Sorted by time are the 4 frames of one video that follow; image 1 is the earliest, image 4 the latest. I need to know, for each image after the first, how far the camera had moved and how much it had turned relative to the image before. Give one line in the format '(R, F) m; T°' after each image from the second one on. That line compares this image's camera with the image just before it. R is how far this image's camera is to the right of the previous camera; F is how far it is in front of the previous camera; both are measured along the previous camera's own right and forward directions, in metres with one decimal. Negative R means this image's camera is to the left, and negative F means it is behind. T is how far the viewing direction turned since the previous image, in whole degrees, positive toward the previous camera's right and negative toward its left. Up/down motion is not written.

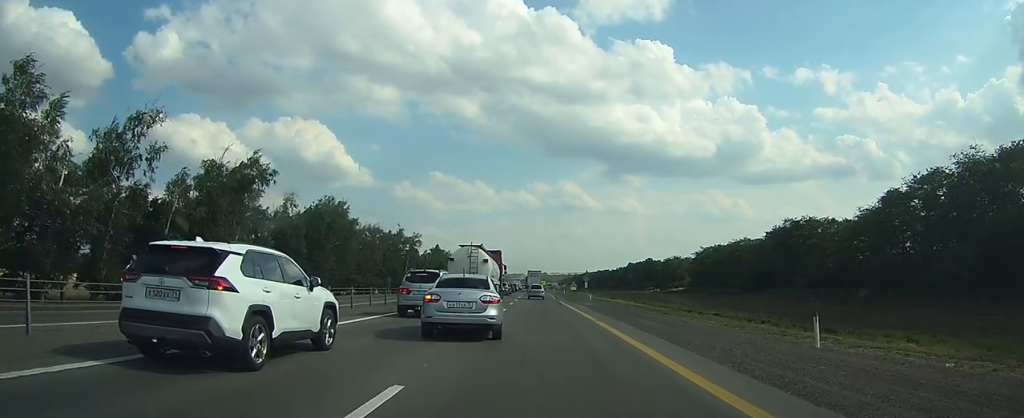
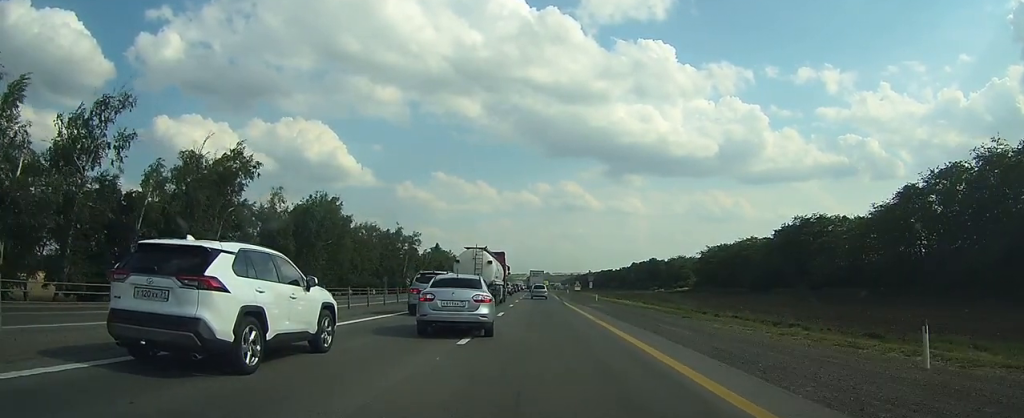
(0.0, +3.3) m; 0°
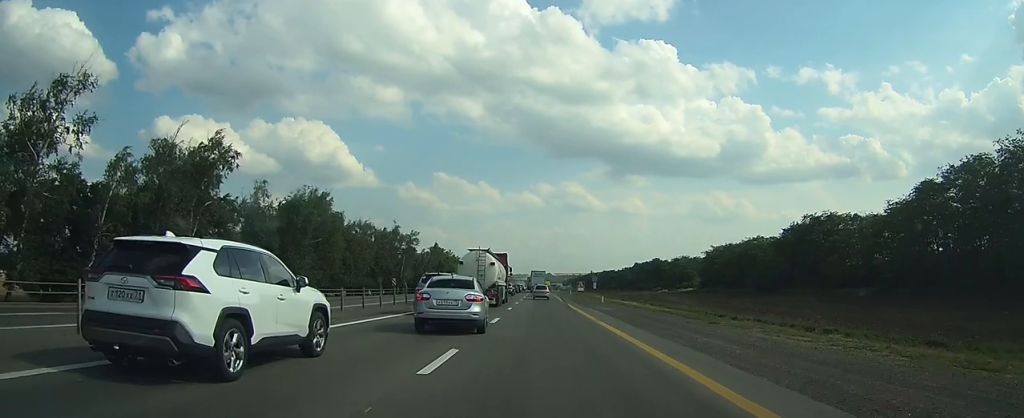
(0.0, +3.5) m; 0°
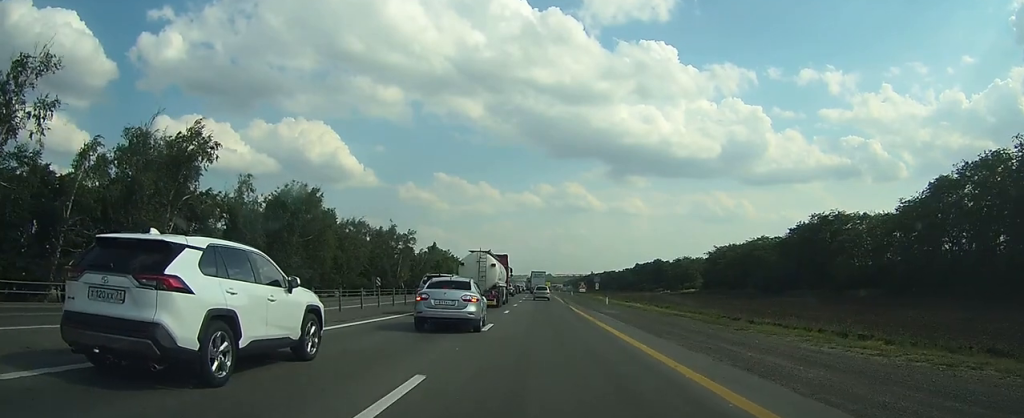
(0.0, +2.9) m; 0°
